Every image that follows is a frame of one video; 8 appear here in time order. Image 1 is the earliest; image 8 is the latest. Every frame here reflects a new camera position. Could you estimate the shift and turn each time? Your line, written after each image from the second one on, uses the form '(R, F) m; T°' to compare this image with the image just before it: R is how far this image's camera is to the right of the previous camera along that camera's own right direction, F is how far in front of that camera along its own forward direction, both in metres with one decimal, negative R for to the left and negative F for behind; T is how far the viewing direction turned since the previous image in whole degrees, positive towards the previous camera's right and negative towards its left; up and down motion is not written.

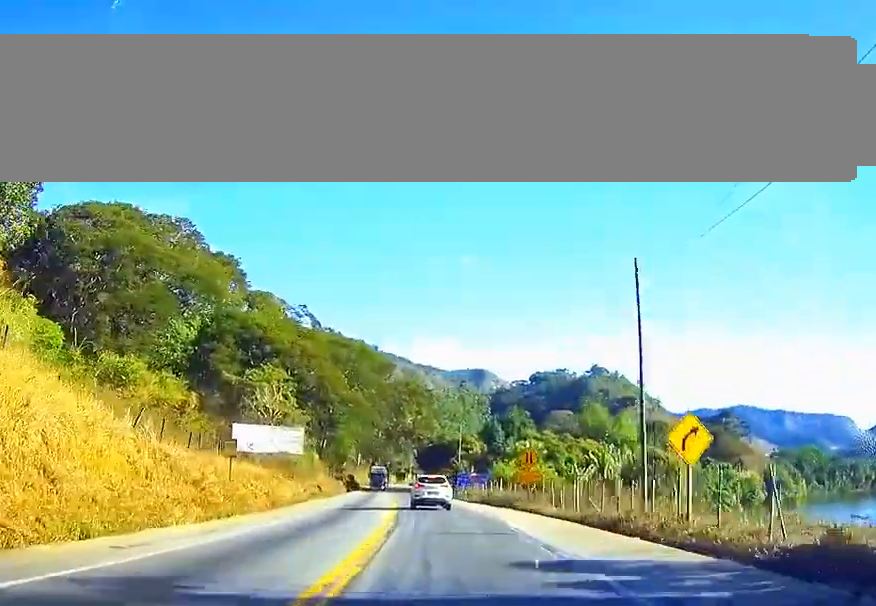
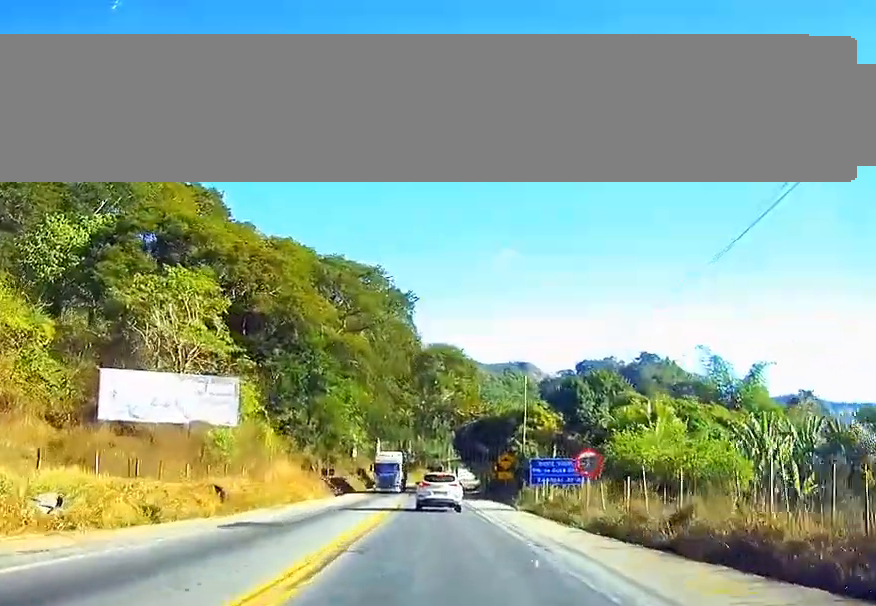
(0.0, +46.8) m; 0°
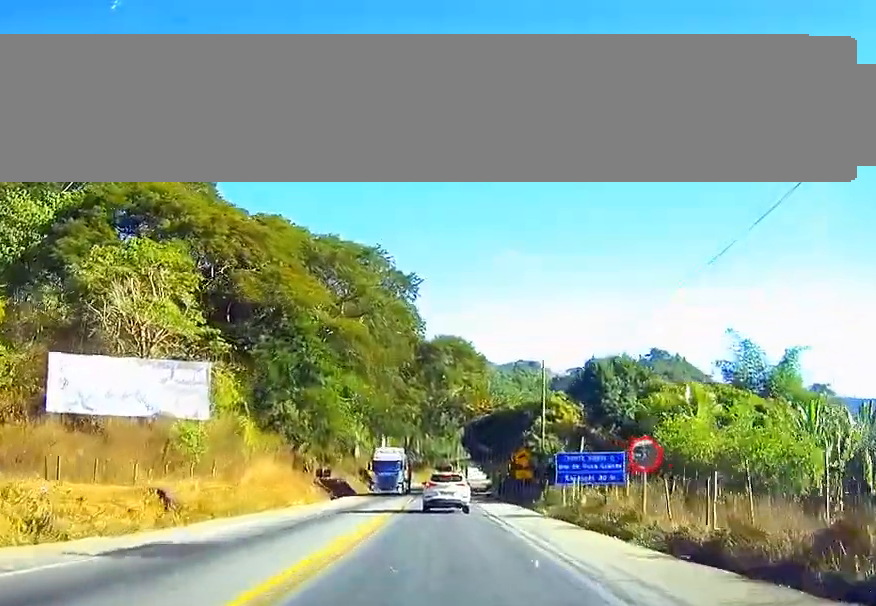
(0.0, +7.7) m; 0°
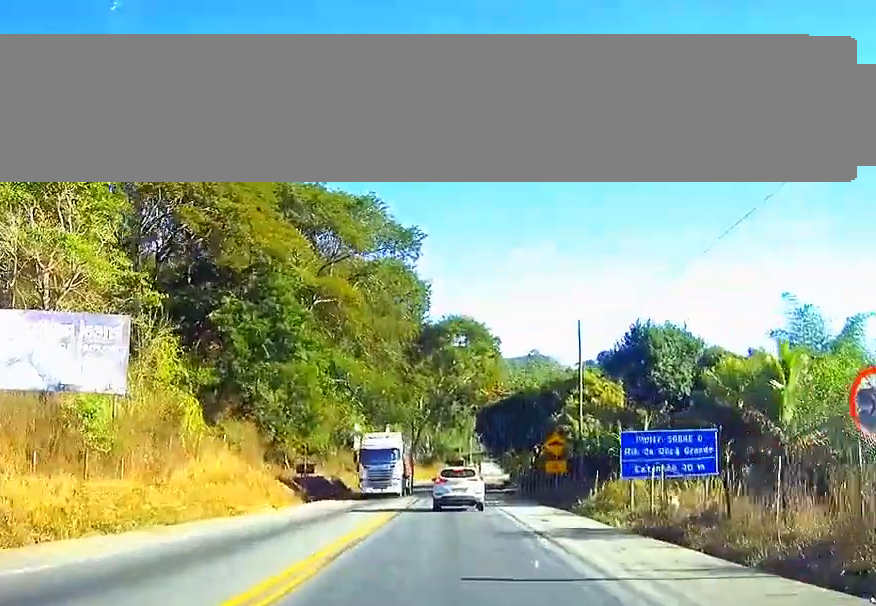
(0.0, +12.7) m; 0°
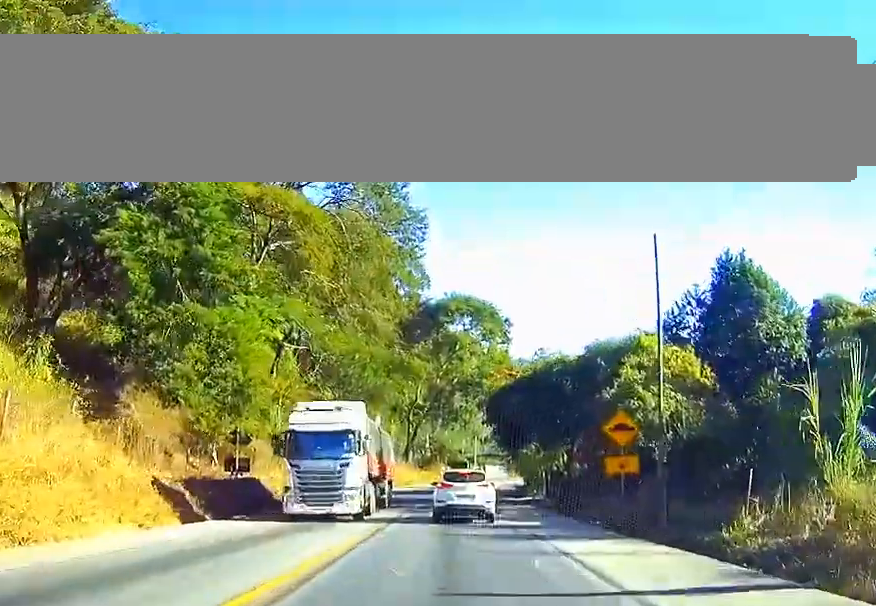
(0.0, +17.9) m; 0°
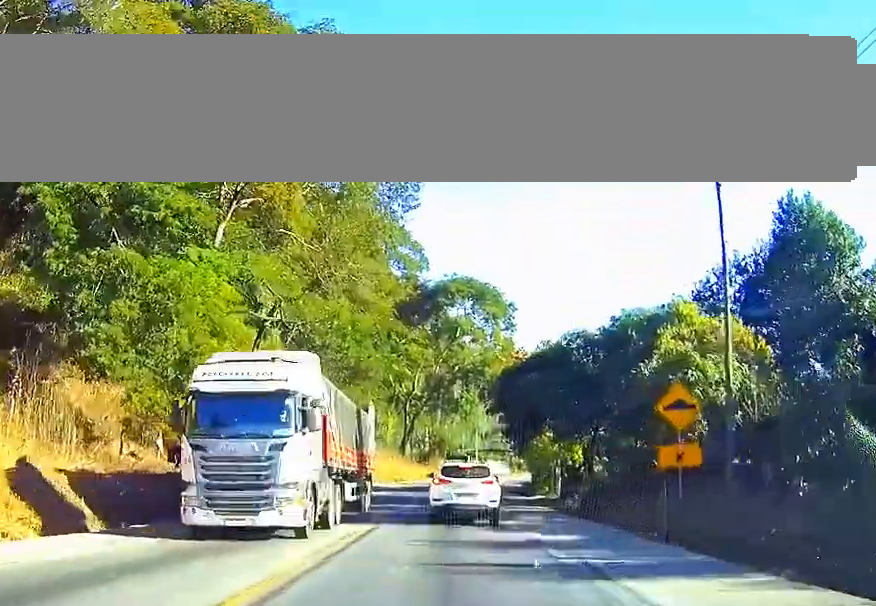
(0.0, +8.3) m; 0°
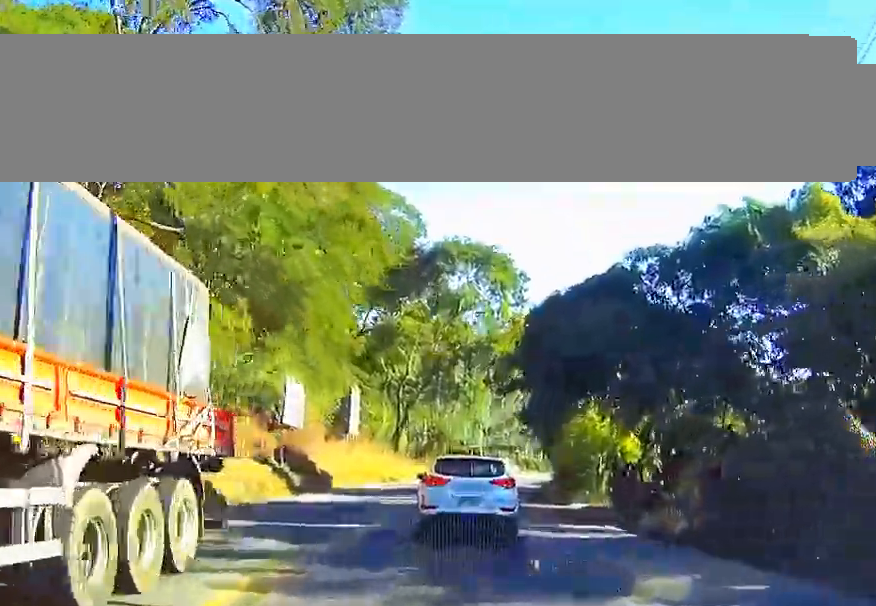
(0.0, +20.2) m; 0°
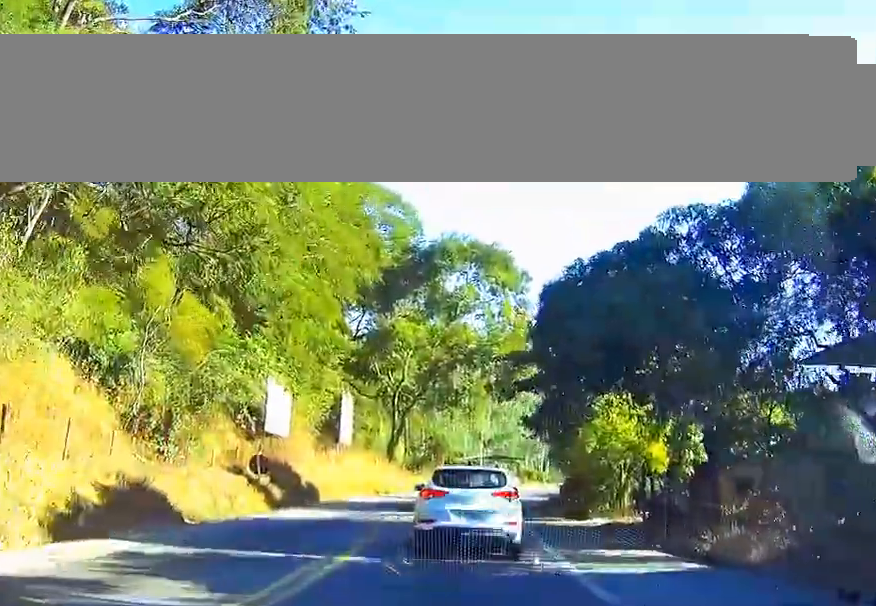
(0.0, +8.9) m; 0°
